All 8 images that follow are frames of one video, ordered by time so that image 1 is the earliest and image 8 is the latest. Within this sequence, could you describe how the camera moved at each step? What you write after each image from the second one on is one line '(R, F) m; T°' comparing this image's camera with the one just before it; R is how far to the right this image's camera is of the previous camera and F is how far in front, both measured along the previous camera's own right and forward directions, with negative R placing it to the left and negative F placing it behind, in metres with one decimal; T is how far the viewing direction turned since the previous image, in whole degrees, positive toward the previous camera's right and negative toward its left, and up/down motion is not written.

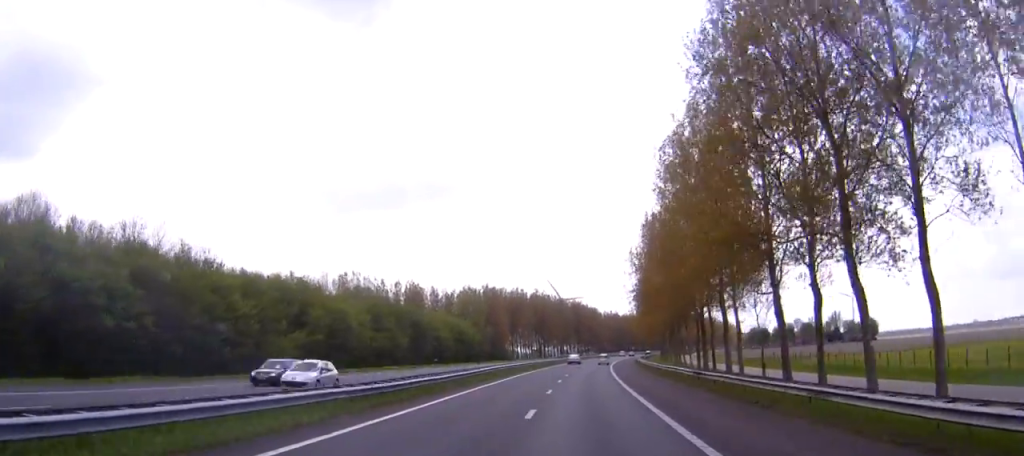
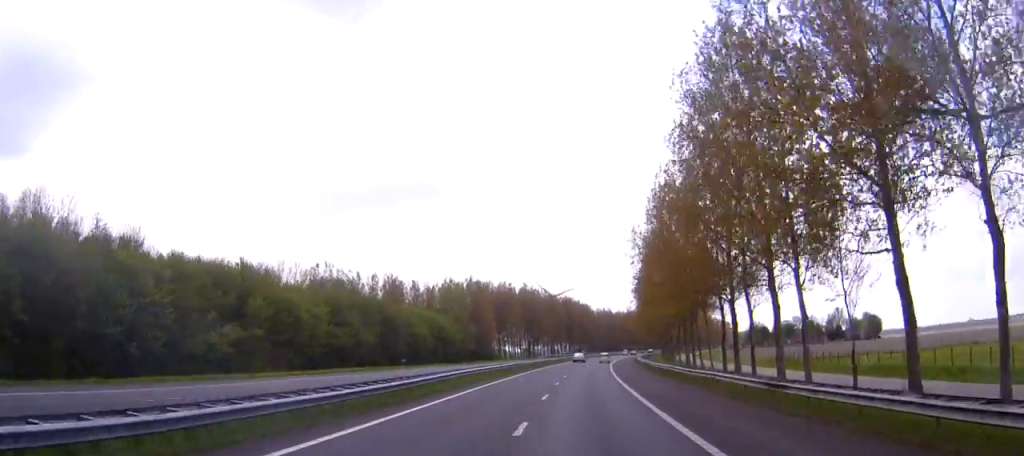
(+0.1, +15.9) m; 0°
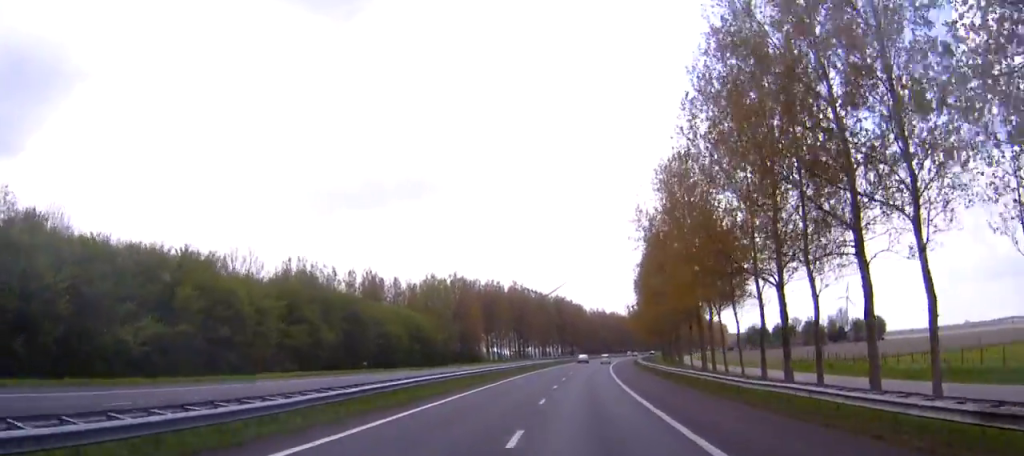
(0.0, +13.8) m; 0°
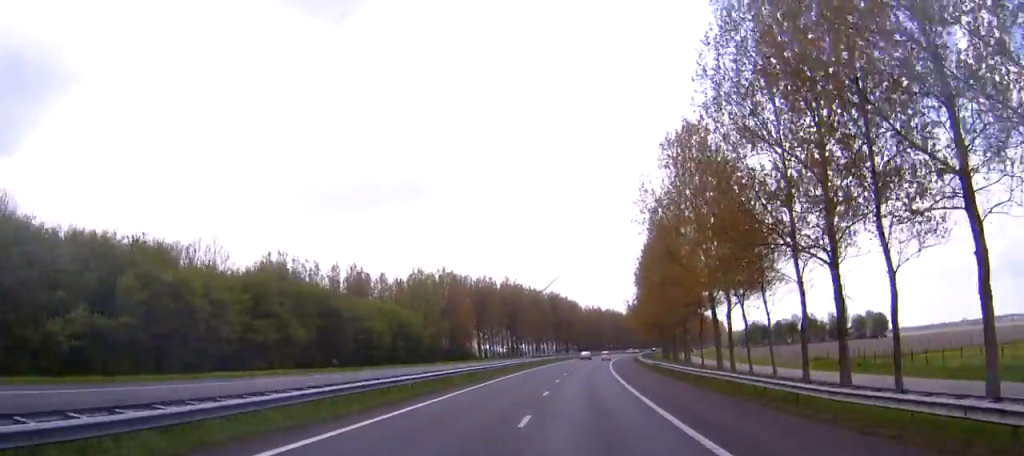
(+0.1, +9.1) m; +1°
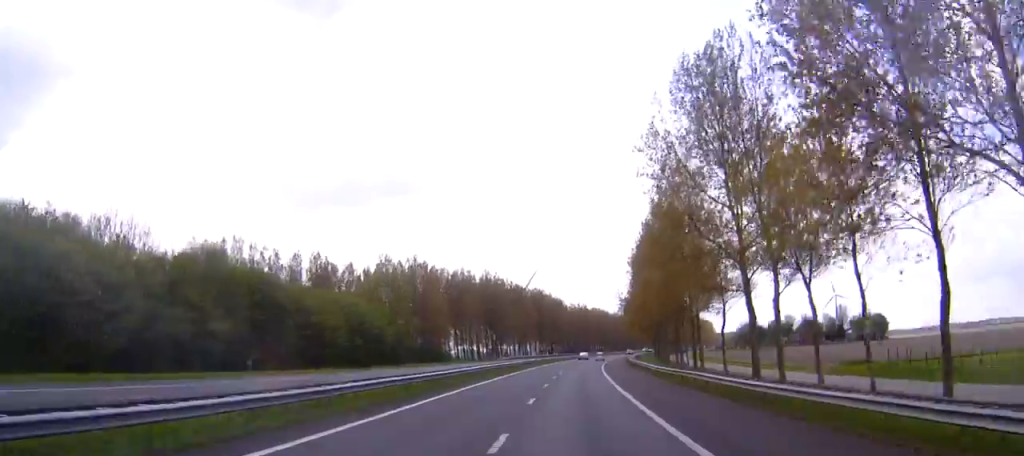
(+0.1, +16.1) m; +1°
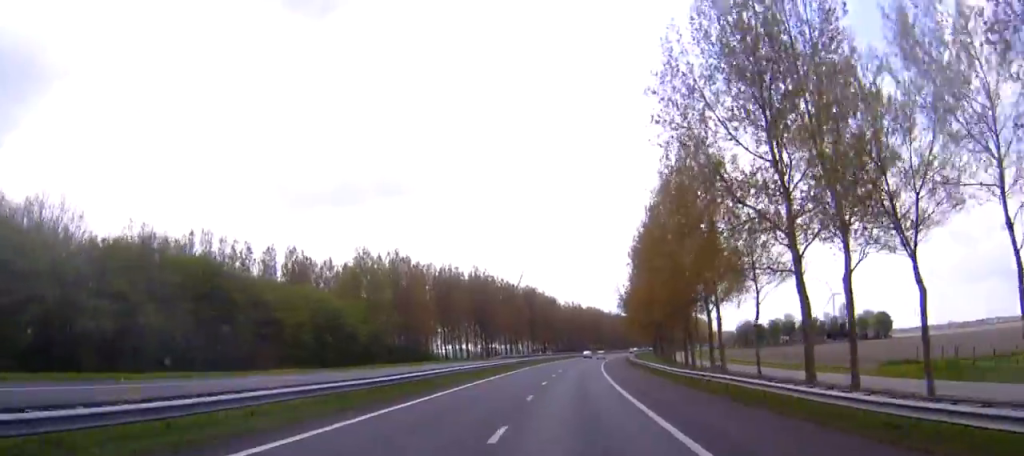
(+0.1, +11.3) m; +1°
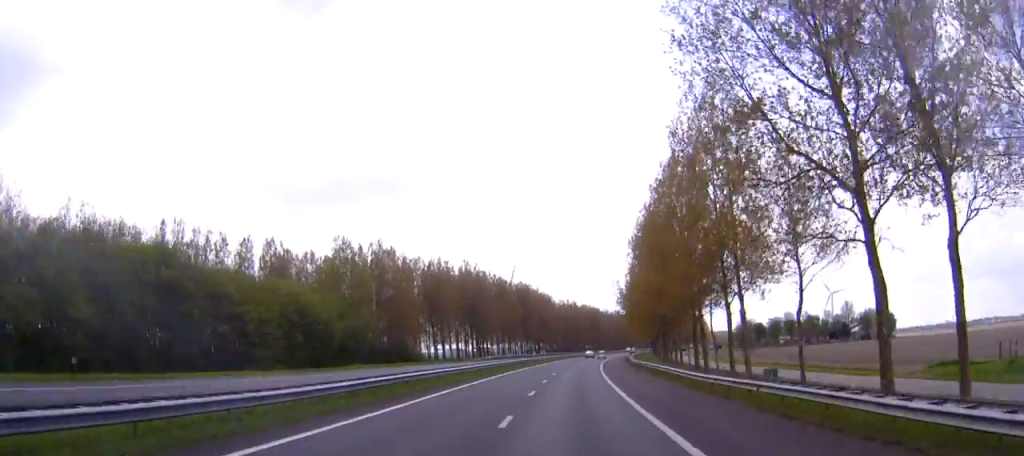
(0.0, +9.2) m; +1°
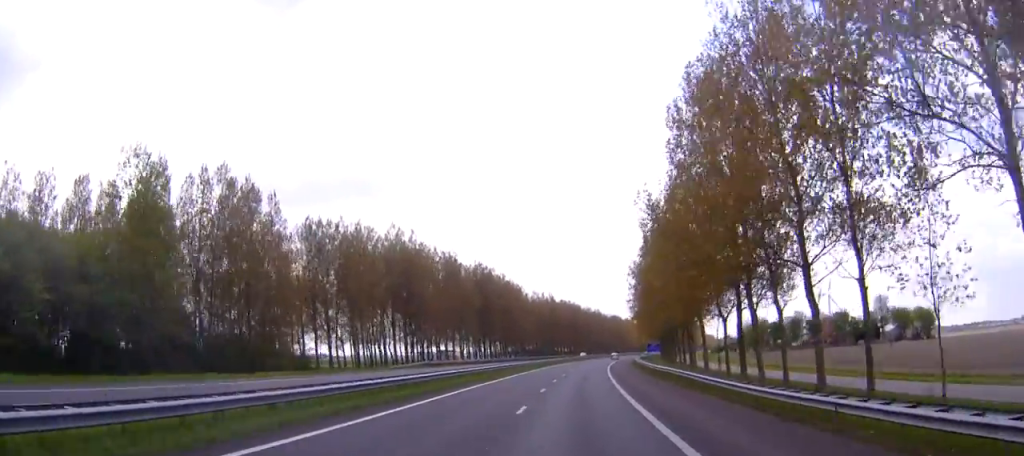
(+1.0, +56.2) m; +2°
